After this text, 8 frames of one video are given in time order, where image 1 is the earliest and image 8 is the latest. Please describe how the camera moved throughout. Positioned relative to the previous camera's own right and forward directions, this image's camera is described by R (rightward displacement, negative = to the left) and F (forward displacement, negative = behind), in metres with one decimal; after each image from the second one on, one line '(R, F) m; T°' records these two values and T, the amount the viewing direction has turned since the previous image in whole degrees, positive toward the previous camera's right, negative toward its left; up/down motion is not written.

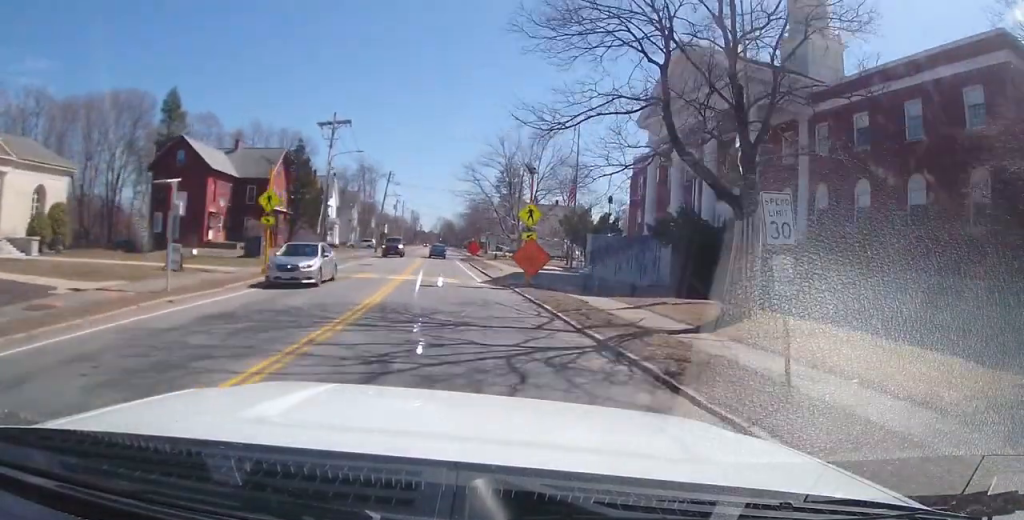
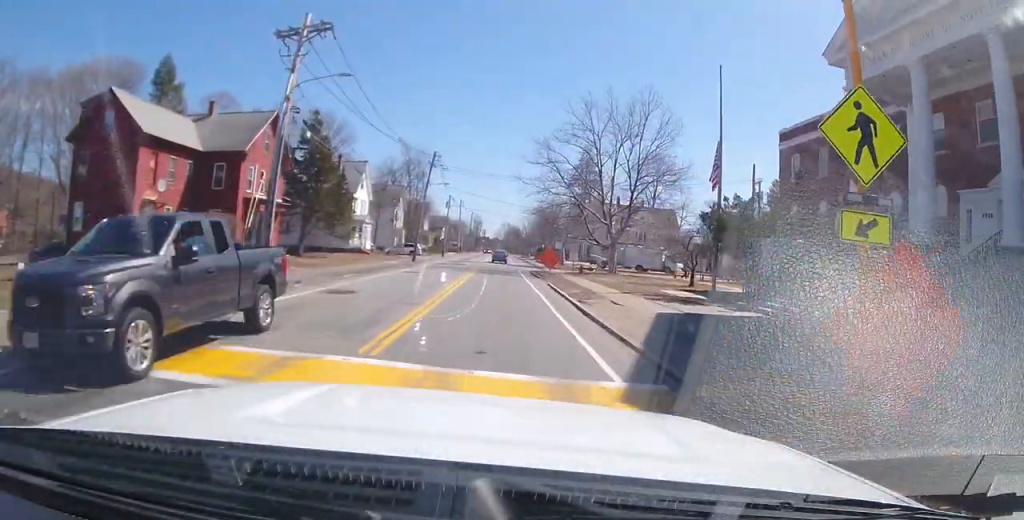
(-2.6, +18.7) m; -11°
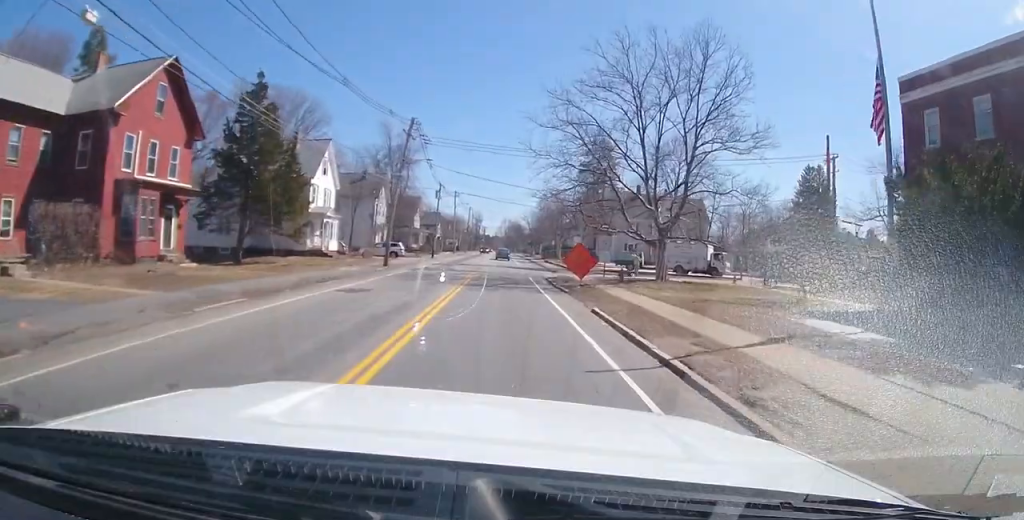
(0.0, +13.5) m; -1°
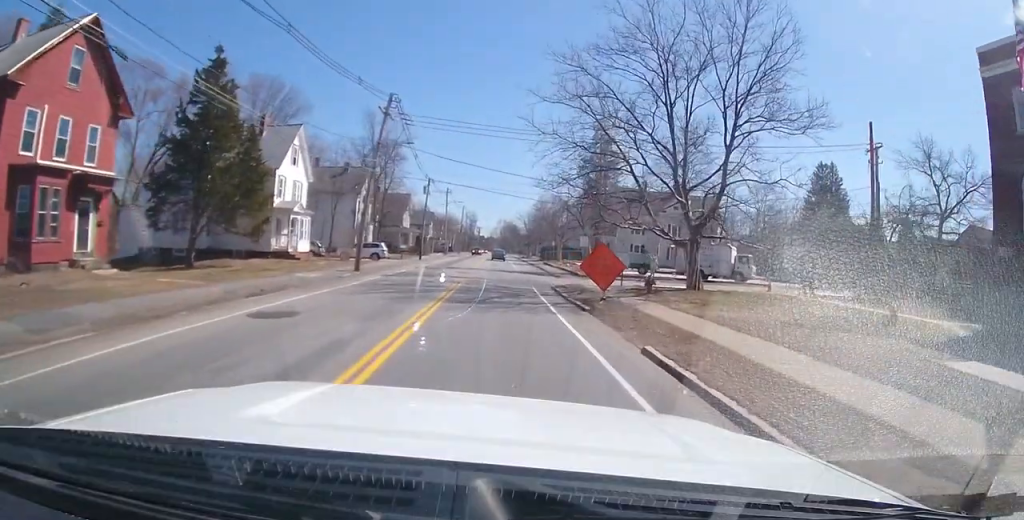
(0.0, +6.1) m; -1°
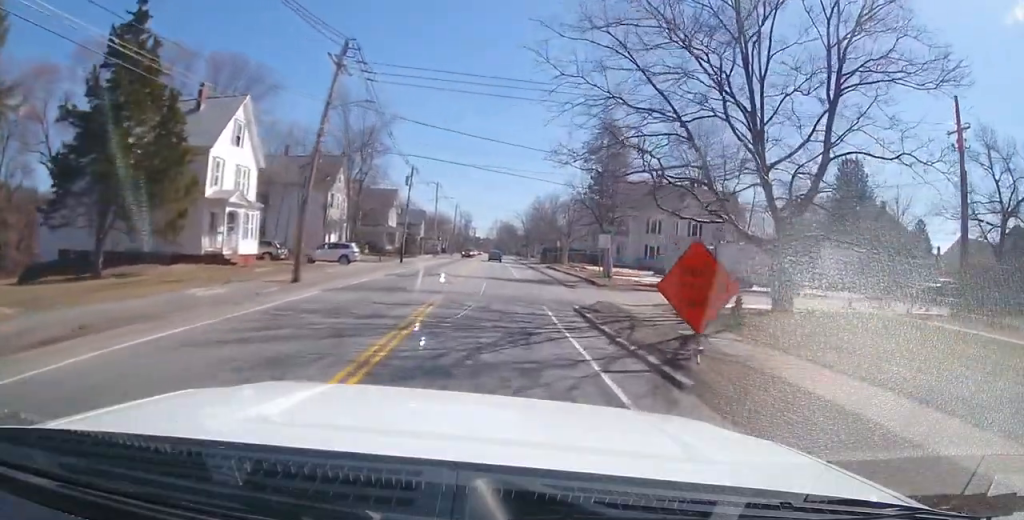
(-0.1, +8.7) m; 0°
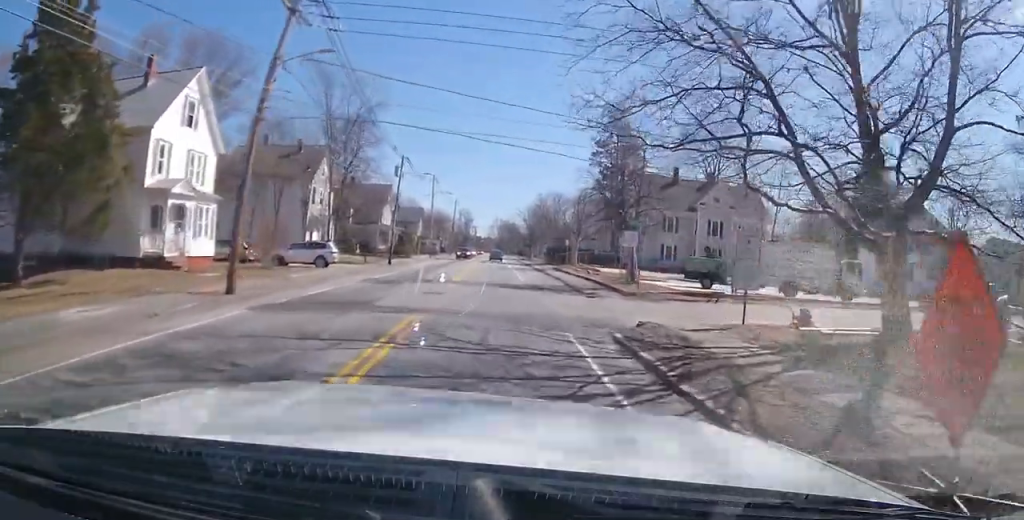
(0.0, +5.6) m; +1°
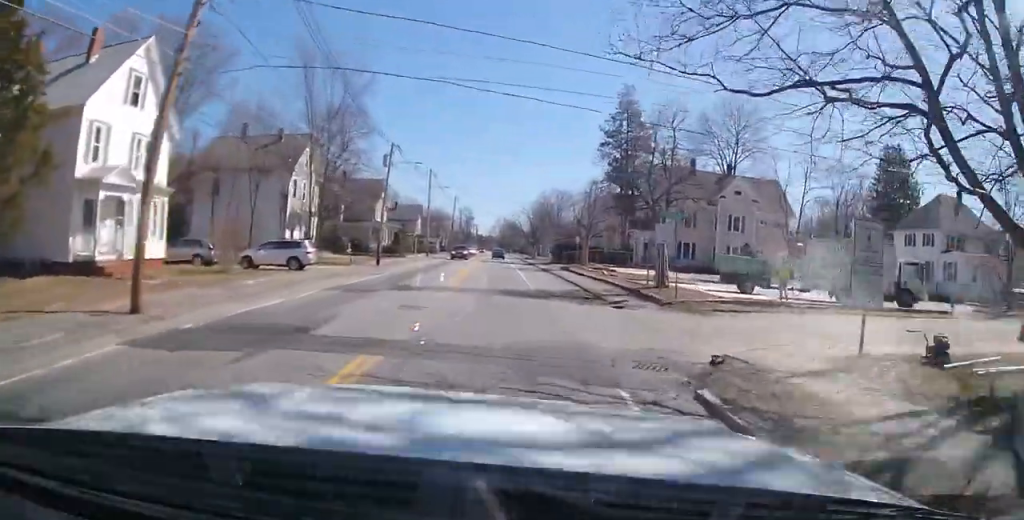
(+0.1, +4.8) m; +1°
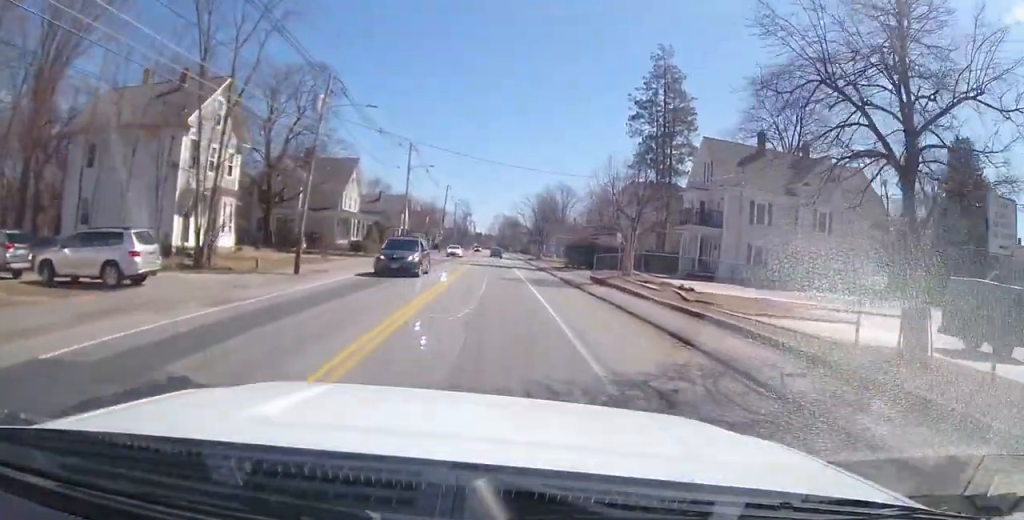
(+0.4, +15.1) m; 0°
